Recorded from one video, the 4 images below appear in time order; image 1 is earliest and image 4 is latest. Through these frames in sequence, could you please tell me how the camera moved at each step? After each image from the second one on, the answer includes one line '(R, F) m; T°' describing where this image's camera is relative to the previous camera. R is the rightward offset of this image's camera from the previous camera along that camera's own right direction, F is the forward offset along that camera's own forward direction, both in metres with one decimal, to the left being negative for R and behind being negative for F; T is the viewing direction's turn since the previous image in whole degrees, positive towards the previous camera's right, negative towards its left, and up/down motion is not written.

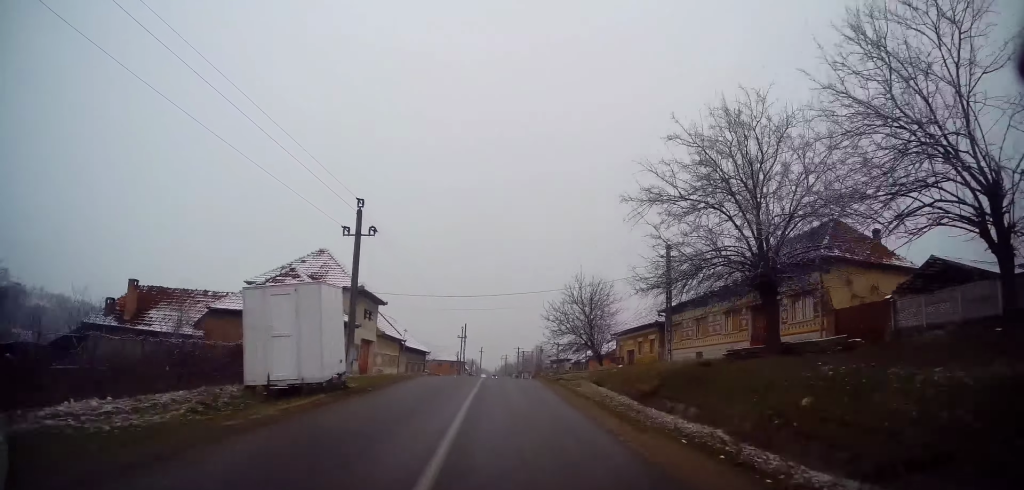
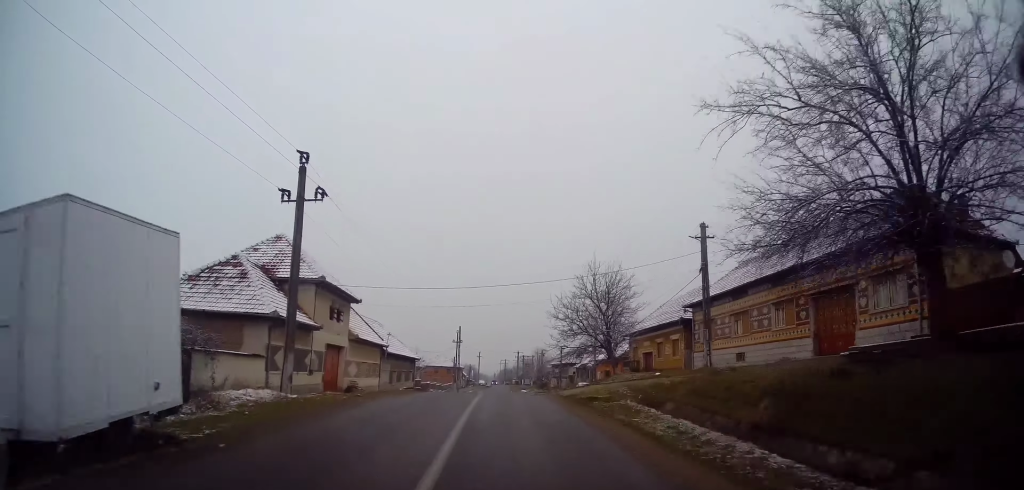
(+0.1, +7.3) m; 0°
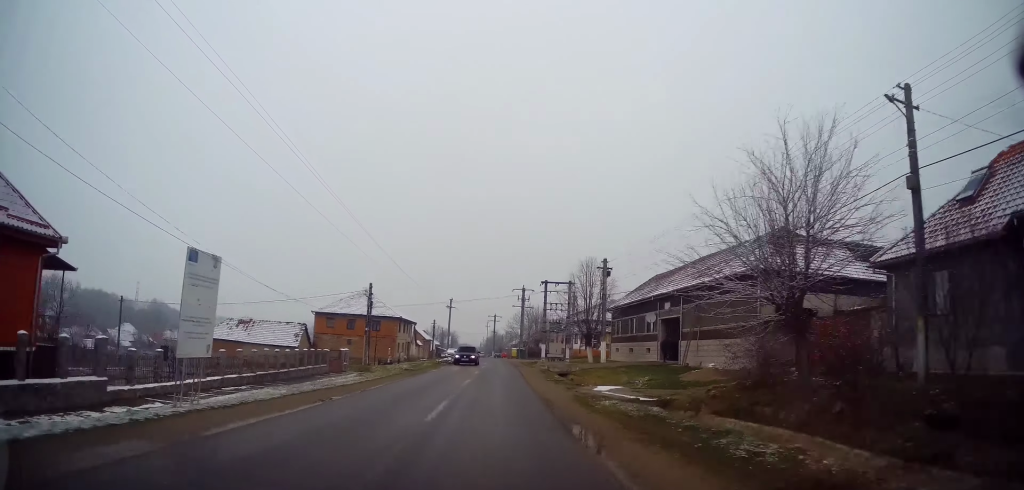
(+1.1, +83.8) m; +2°
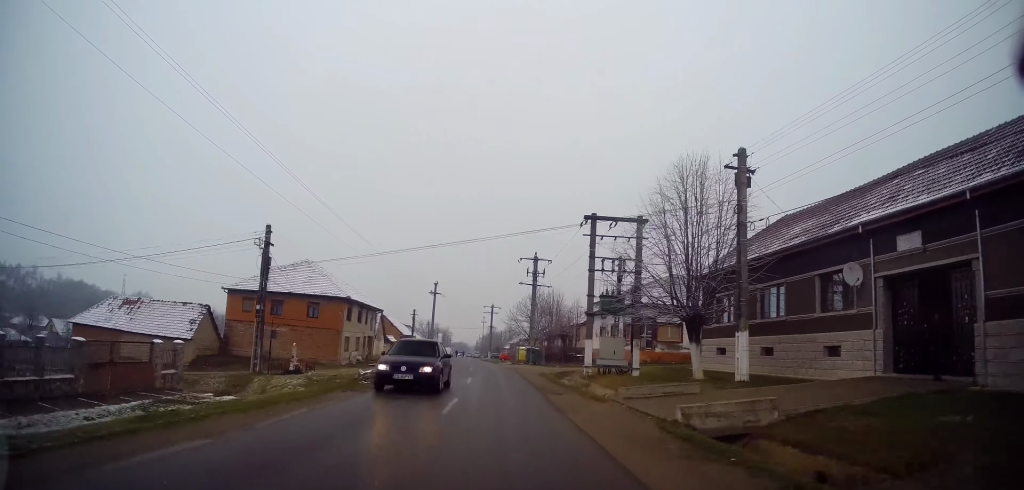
(-0.3, +25.2) m; -1°
